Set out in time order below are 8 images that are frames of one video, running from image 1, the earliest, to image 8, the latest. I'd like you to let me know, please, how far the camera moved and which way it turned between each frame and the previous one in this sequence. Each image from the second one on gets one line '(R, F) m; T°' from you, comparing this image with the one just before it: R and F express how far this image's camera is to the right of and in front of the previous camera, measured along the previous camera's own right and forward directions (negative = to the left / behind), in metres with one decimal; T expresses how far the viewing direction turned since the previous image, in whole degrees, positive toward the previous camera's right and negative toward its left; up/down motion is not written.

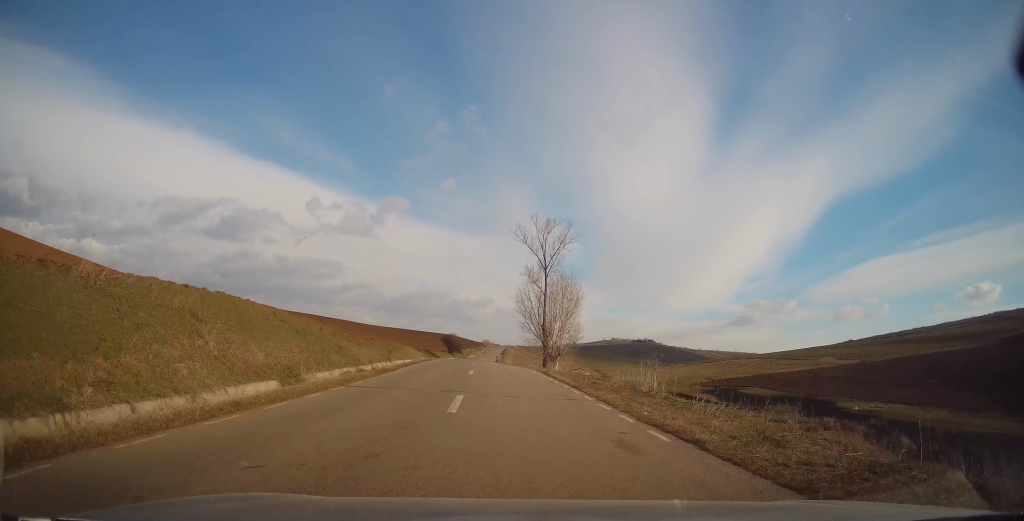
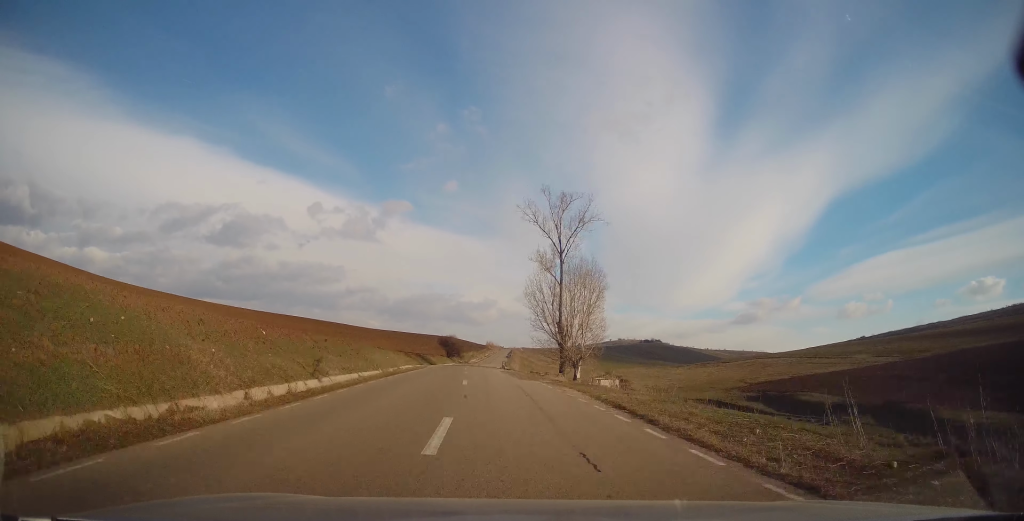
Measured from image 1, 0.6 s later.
(-0.3, +15.0) m; -1°
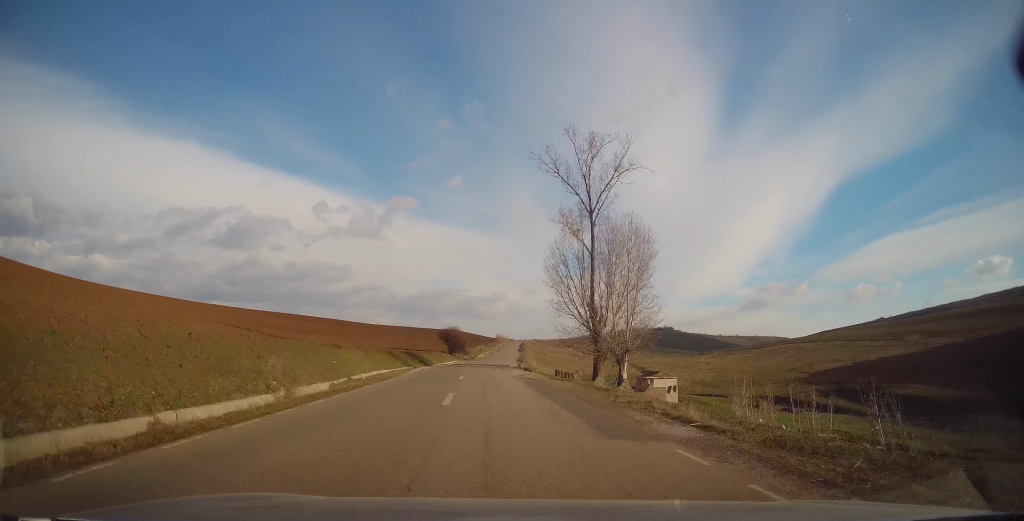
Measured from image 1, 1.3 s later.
(-0.2, +17.9) m; -1°
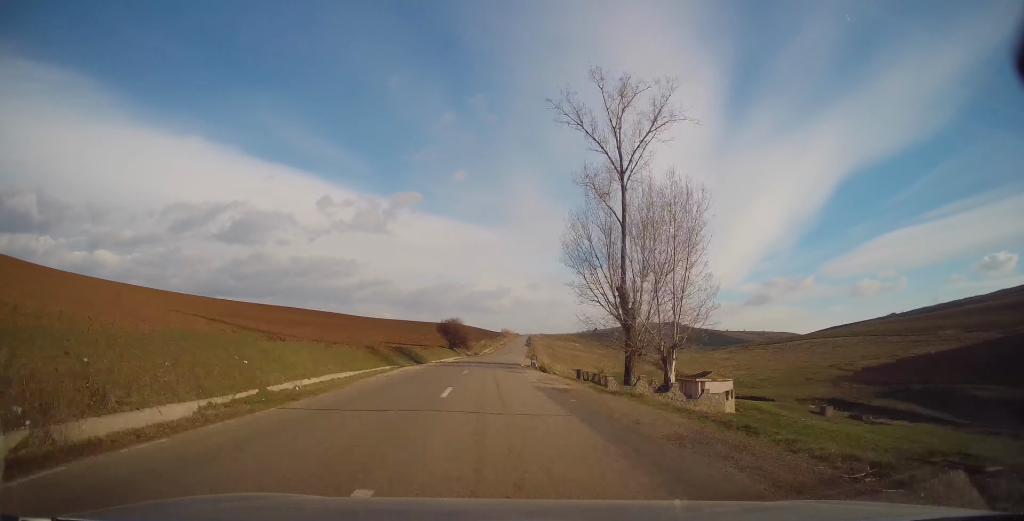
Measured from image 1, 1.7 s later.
(-0.2, +10.8) m; 0°
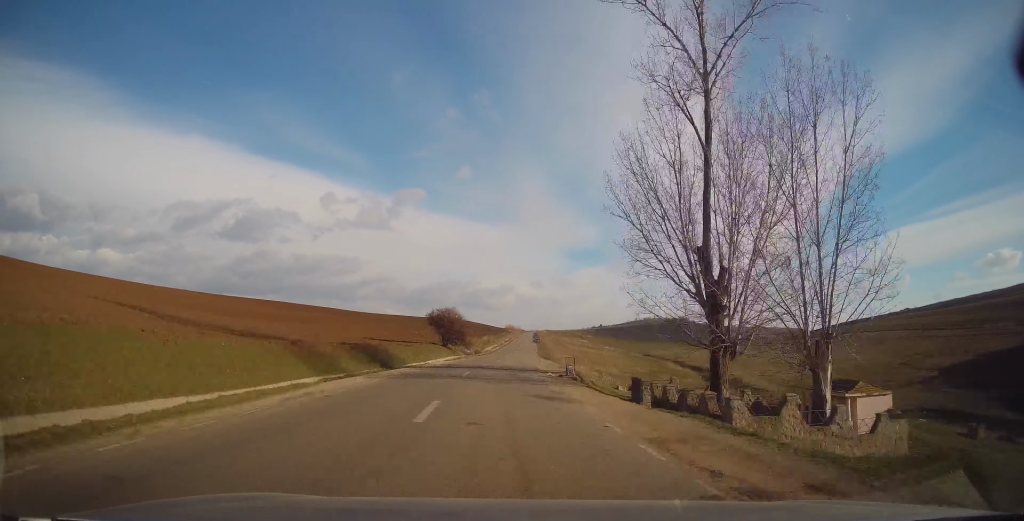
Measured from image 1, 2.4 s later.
(0.0, +16.1) m; +1°
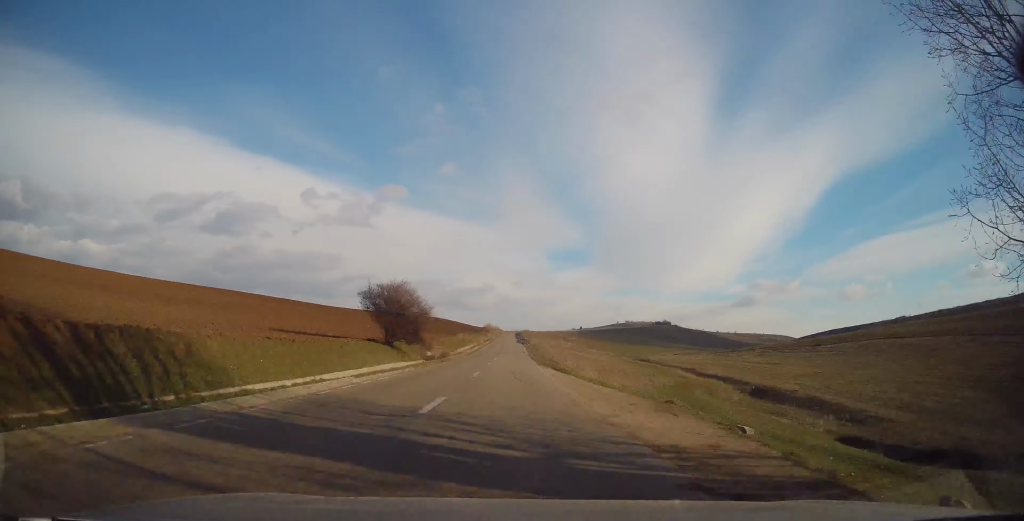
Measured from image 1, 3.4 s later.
(+0.5, +23.9) m; +2°
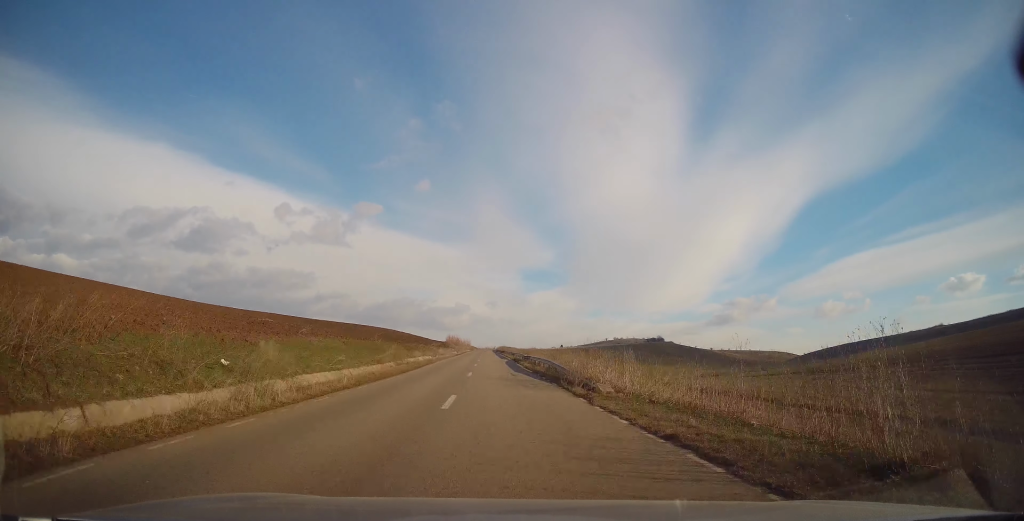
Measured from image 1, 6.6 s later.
(+1.7, +80.8) m; +3°
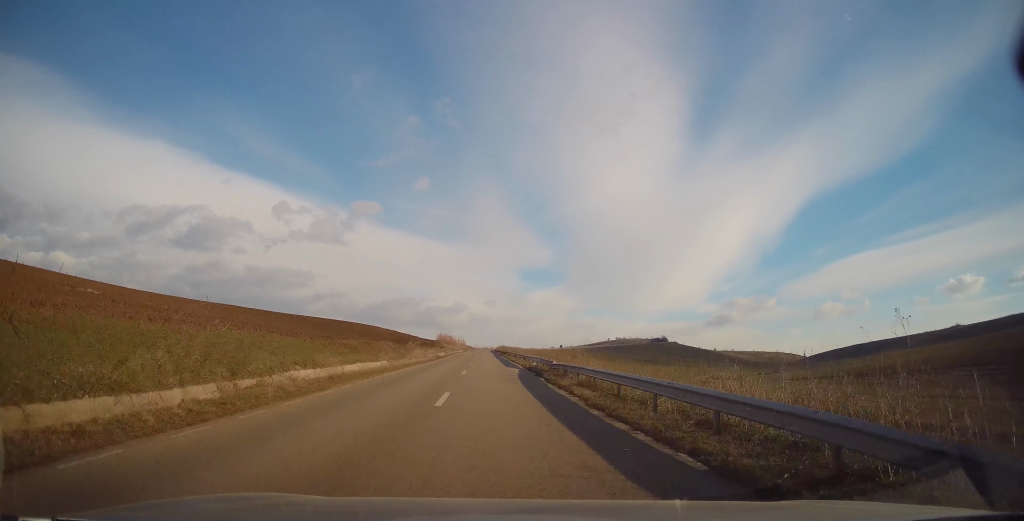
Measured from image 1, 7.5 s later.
(+0.3, +22.9) m; 0°
